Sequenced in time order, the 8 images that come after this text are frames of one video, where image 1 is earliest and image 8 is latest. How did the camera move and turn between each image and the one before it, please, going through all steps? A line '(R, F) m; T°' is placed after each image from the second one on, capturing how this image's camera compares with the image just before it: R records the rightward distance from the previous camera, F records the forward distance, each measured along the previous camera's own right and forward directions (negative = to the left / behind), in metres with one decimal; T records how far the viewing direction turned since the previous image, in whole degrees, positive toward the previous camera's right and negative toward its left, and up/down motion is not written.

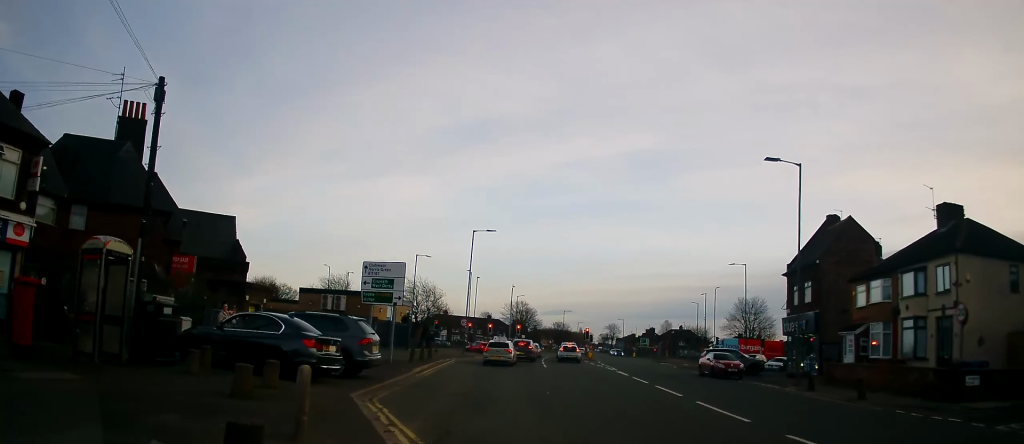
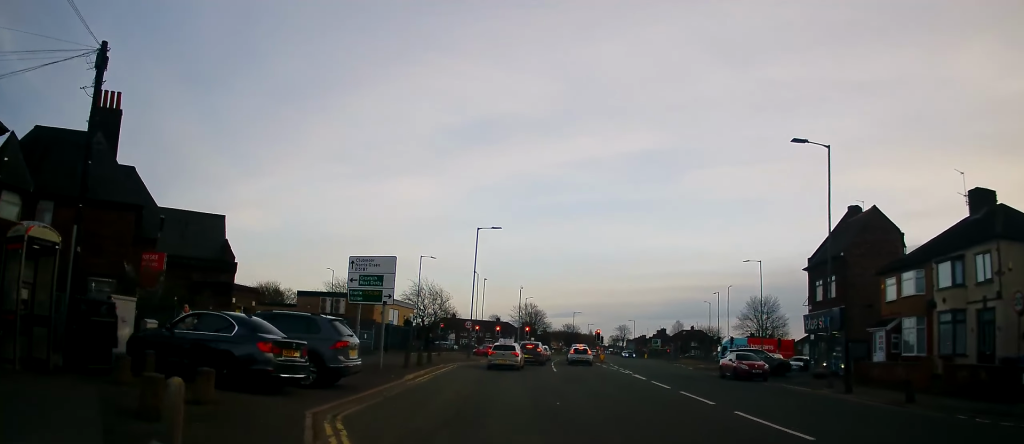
(+0.1, +2.5) m; 0°
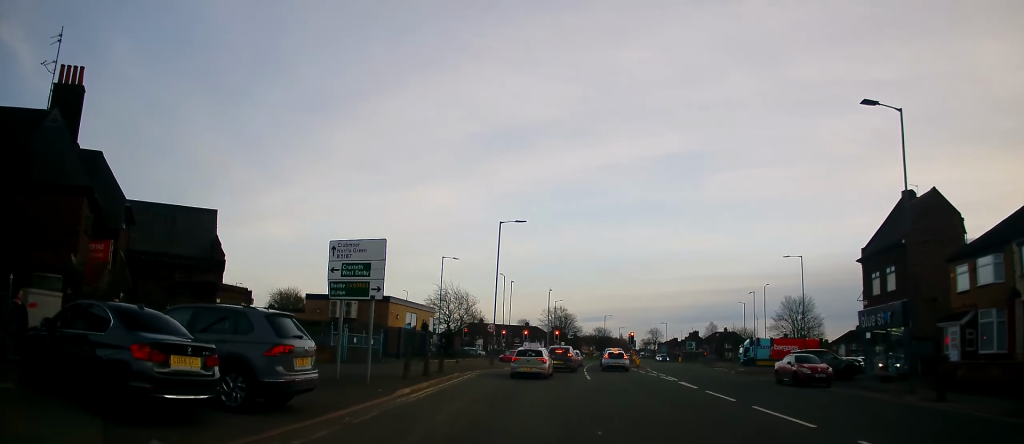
(+0.1, +4.5) m; -2°
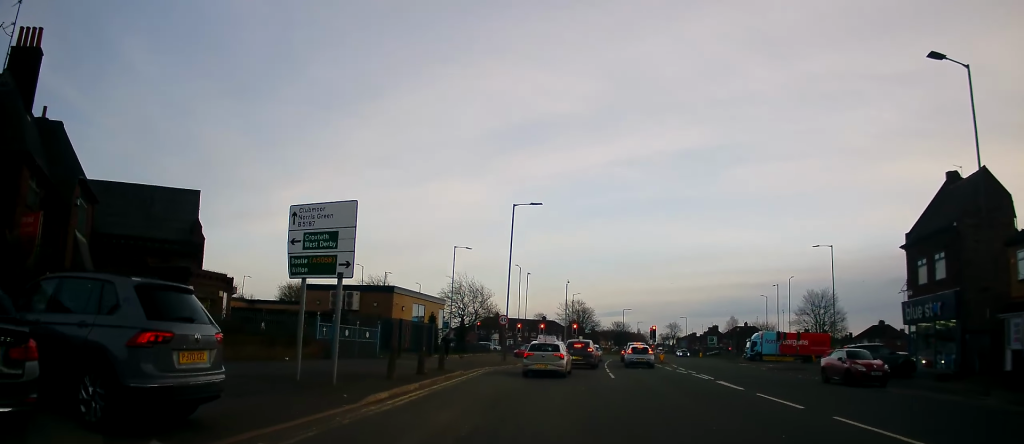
(-0.1, +3.8) m; -4°
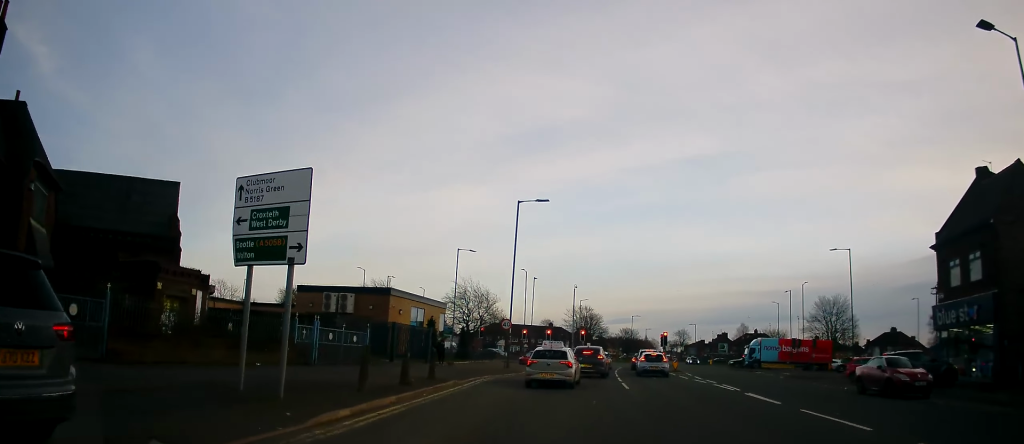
(-0.2, +2.7) m; -3°
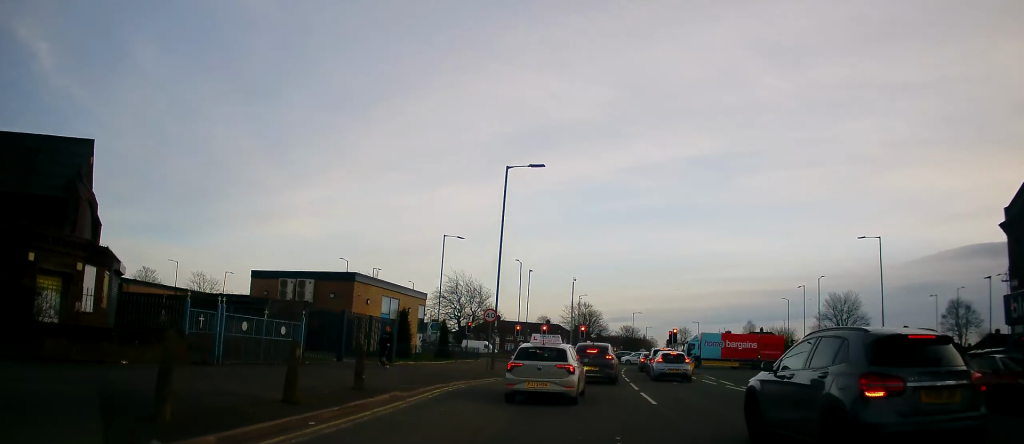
(0.0, +7.2) m; +3°
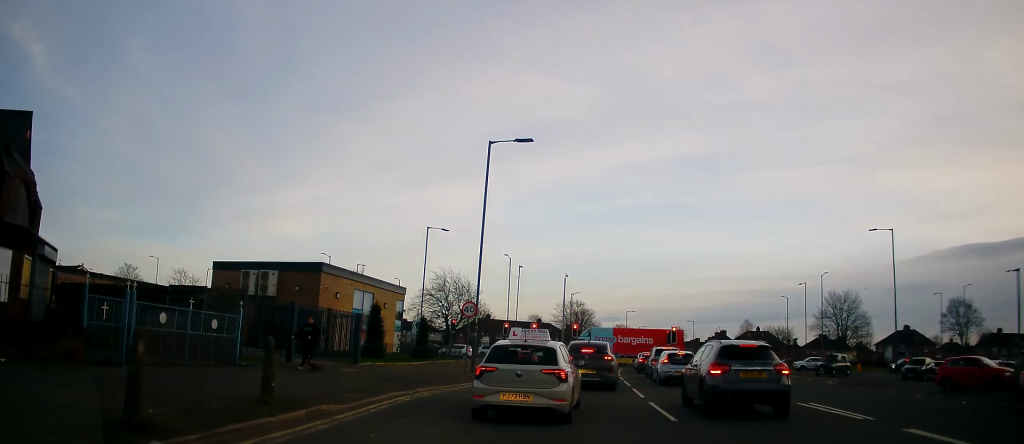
(0.0, +4.2) m; -5°
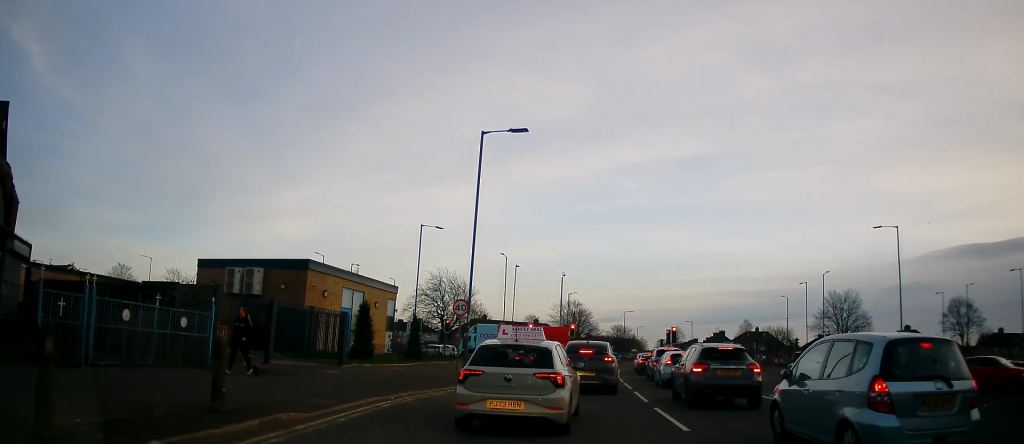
(0.0, +1.6) m; 0°
